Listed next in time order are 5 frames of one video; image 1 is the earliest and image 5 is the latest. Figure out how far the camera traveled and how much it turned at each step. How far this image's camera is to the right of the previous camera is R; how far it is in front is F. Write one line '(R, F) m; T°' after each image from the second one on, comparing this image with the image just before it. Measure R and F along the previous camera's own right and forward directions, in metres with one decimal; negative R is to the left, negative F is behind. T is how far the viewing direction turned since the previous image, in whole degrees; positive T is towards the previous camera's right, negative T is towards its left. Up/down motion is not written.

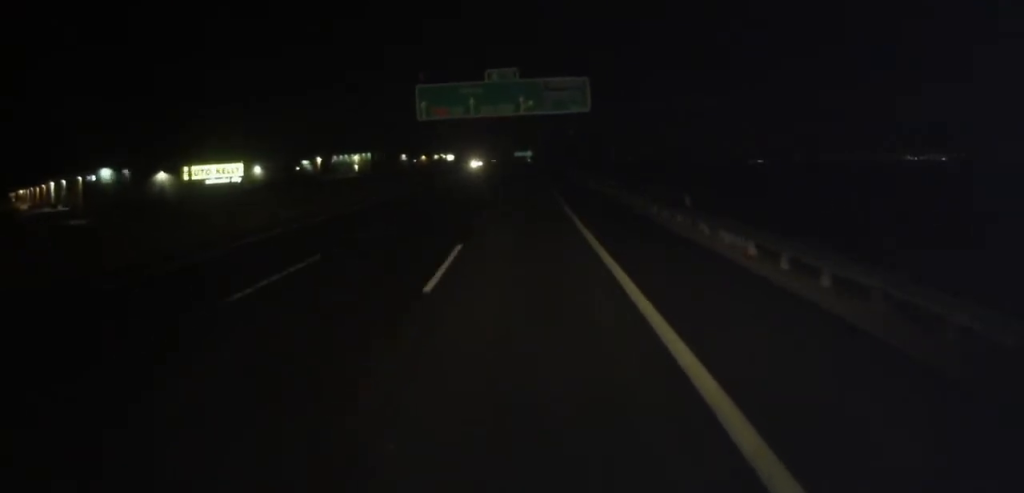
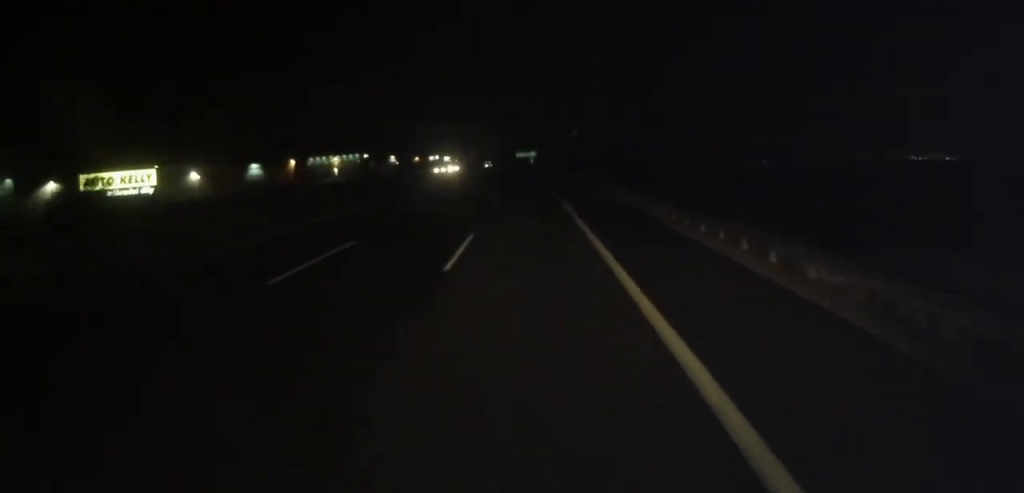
(+0.4, +50.2) m; 0°
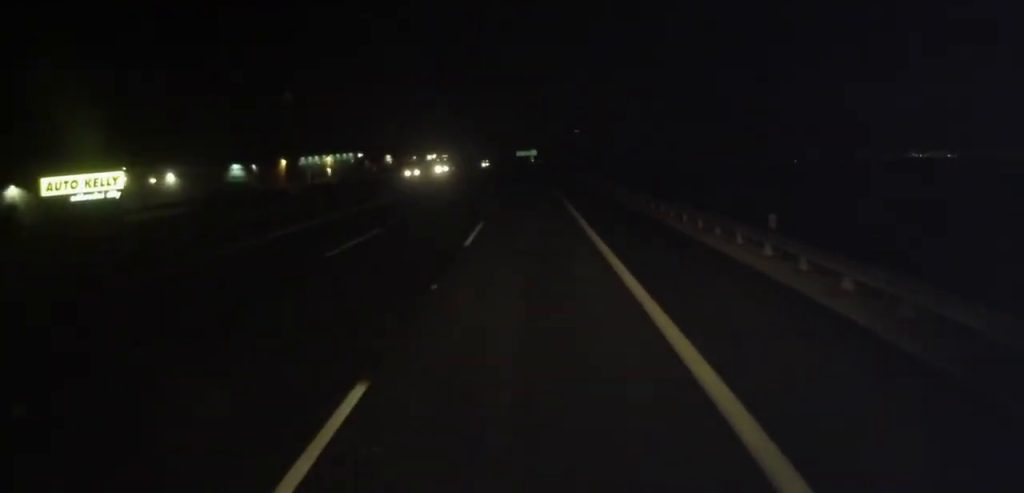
(-0.3, +13.6) m; 0°
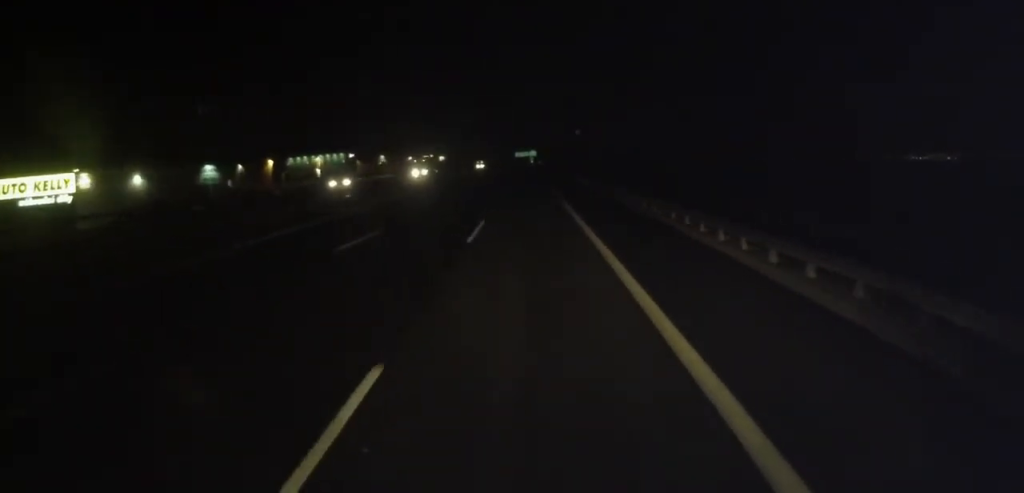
(0.0, +16.4) m; 0°
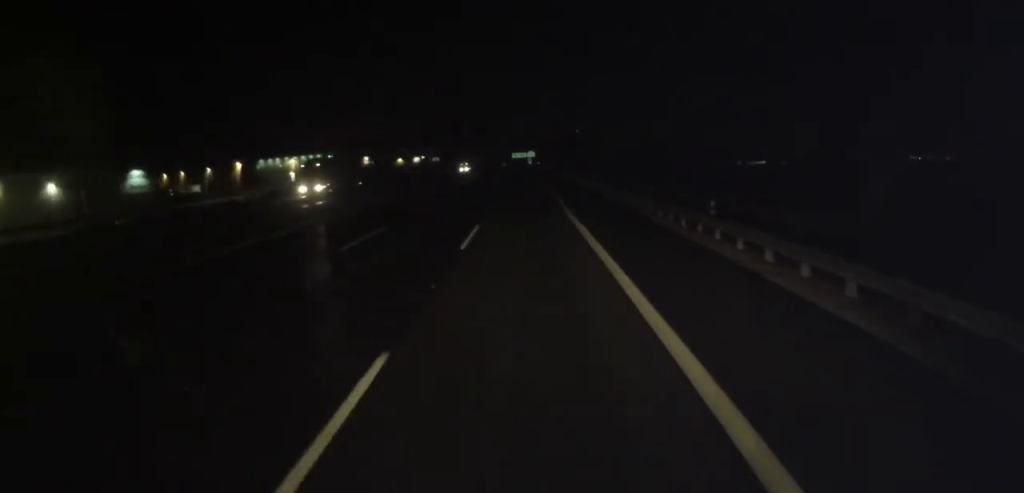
(-0.1, +33.5) m; -2°
